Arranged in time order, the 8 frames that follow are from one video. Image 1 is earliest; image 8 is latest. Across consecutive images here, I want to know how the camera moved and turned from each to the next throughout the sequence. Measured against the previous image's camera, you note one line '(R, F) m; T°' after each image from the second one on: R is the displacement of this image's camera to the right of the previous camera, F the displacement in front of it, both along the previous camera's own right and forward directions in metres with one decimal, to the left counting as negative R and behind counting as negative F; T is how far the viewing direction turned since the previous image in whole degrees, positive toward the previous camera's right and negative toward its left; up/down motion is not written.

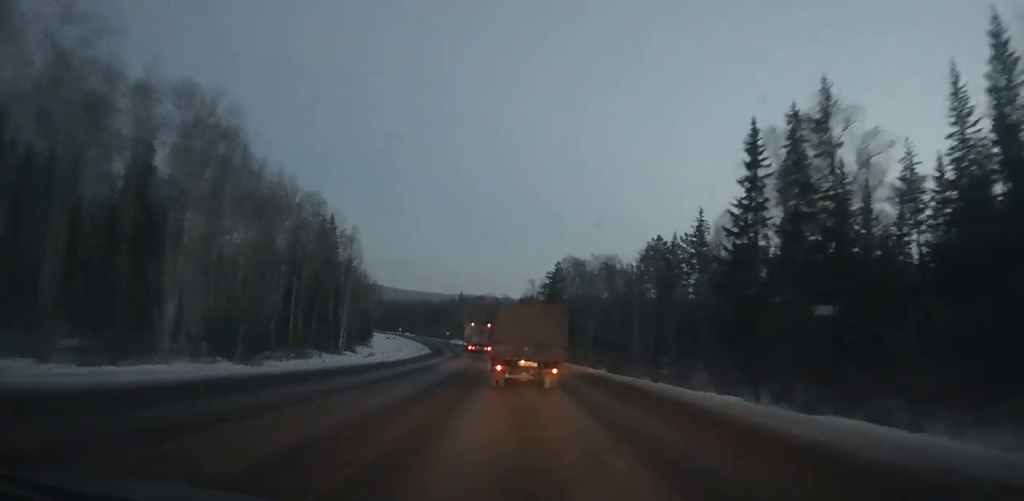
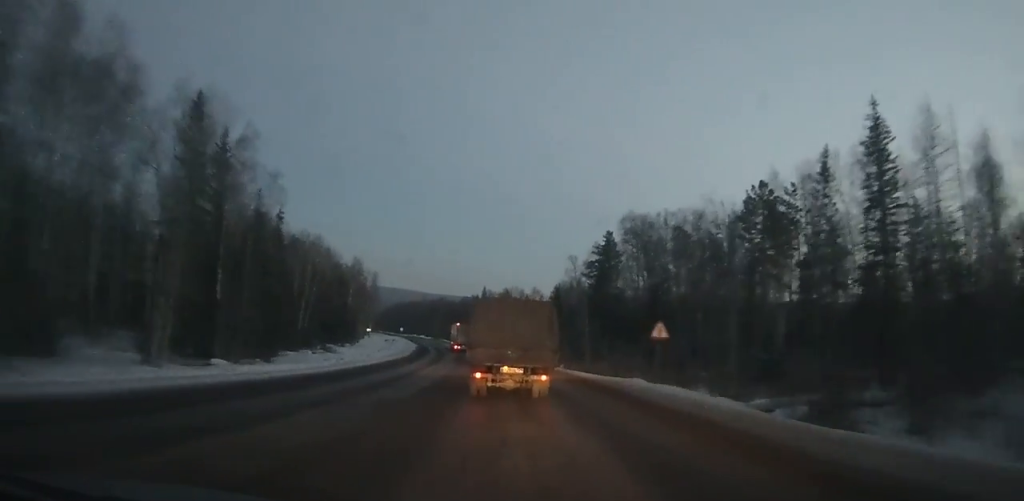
(-1.2, +38.2) m; -4°
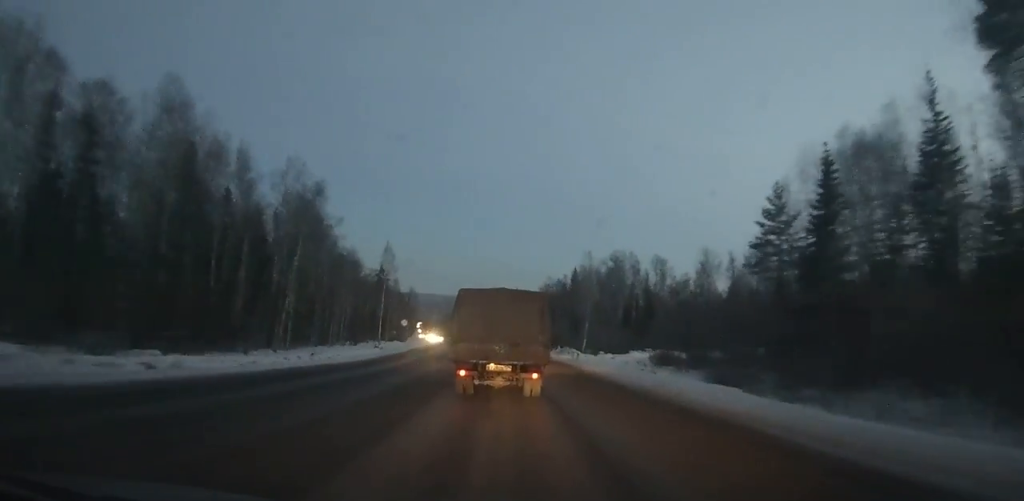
(-5.2, +77.4) m; -7°
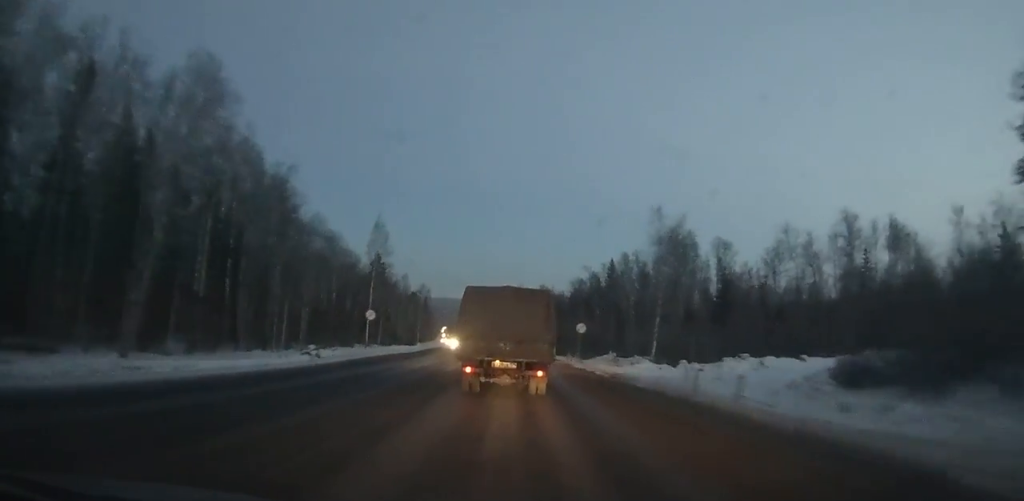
(-0.4, +24.4) m; -2°
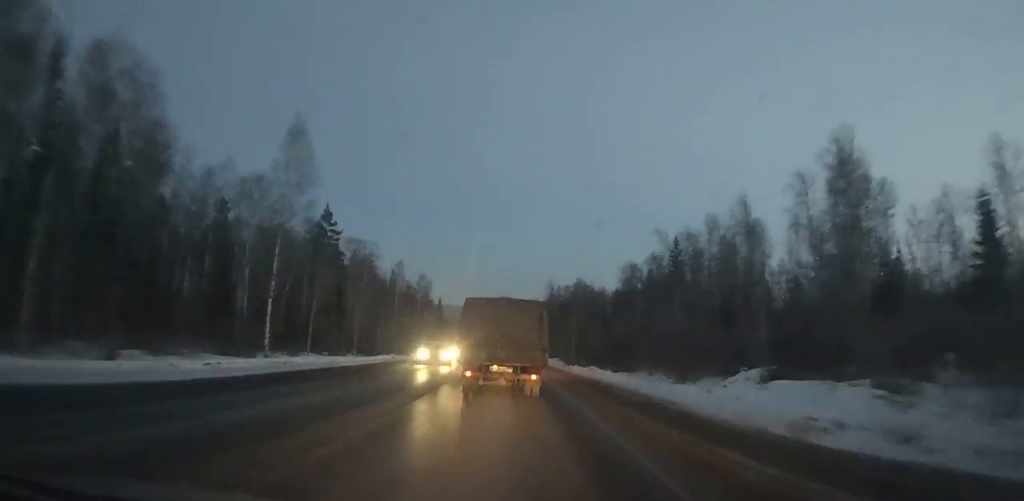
(-0.6, +39.8) m; -3°
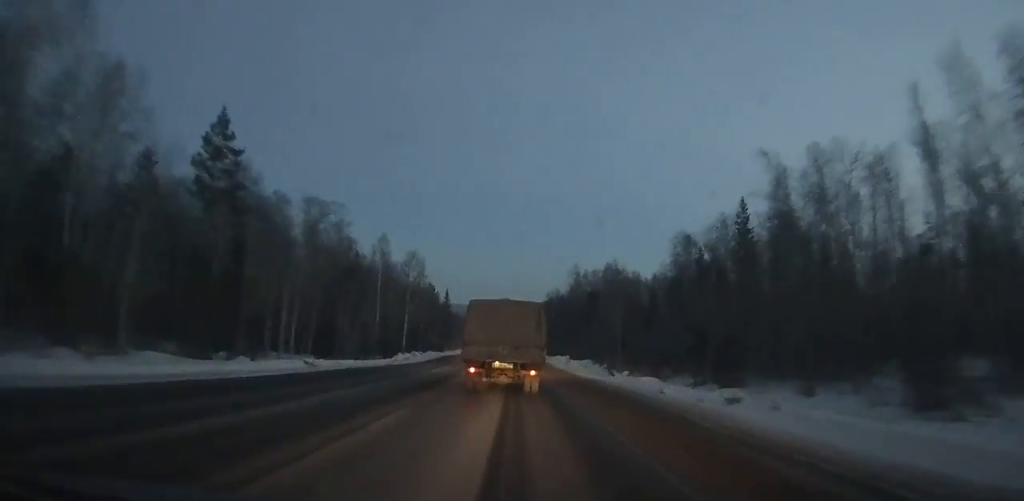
(-0.9, +28.7) m; -2°
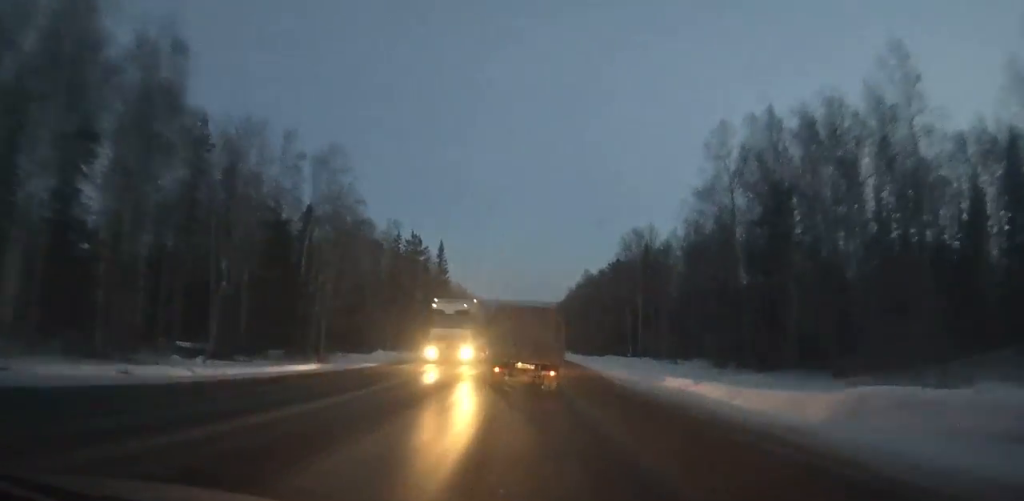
(-3.4, +85.5) m; -3°
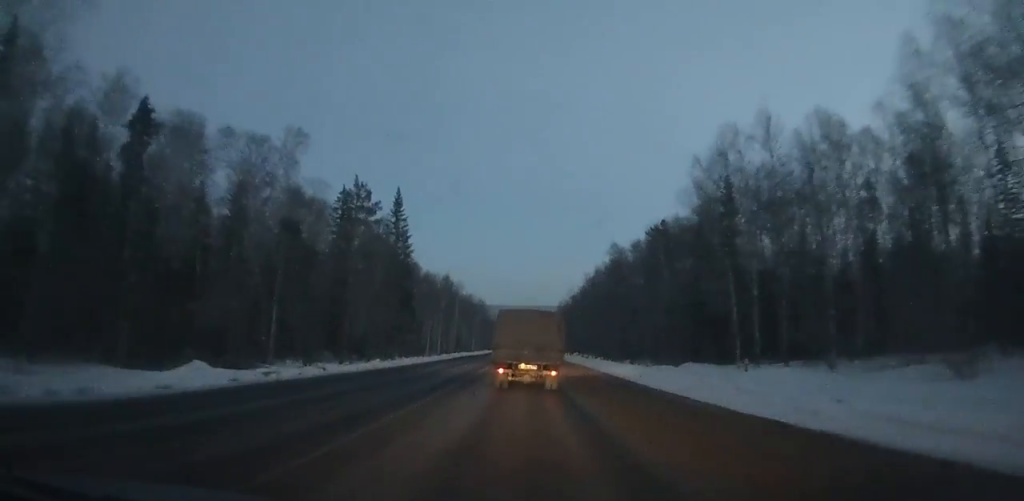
(-0.1, +42.2) m; 0°
